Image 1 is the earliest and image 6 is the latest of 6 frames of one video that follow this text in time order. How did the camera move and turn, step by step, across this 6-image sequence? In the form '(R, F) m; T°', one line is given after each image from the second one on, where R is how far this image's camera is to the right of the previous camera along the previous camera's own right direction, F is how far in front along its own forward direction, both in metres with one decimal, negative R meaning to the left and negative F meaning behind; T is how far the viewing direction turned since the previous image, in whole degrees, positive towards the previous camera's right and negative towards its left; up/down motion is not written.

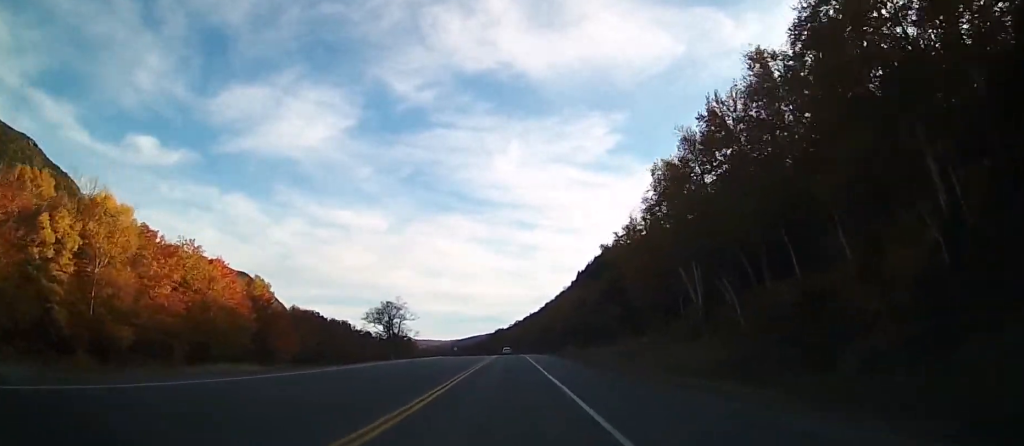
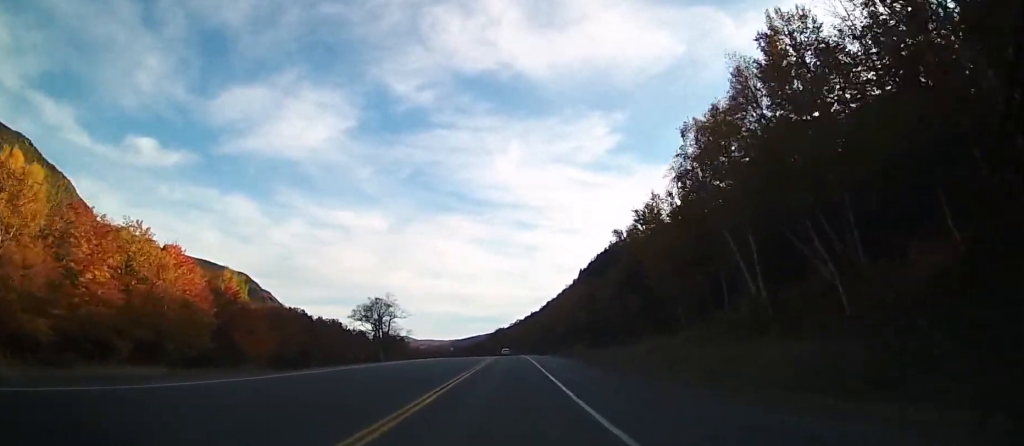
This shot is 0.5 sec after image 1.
(0.0, +11.7) m; 0°
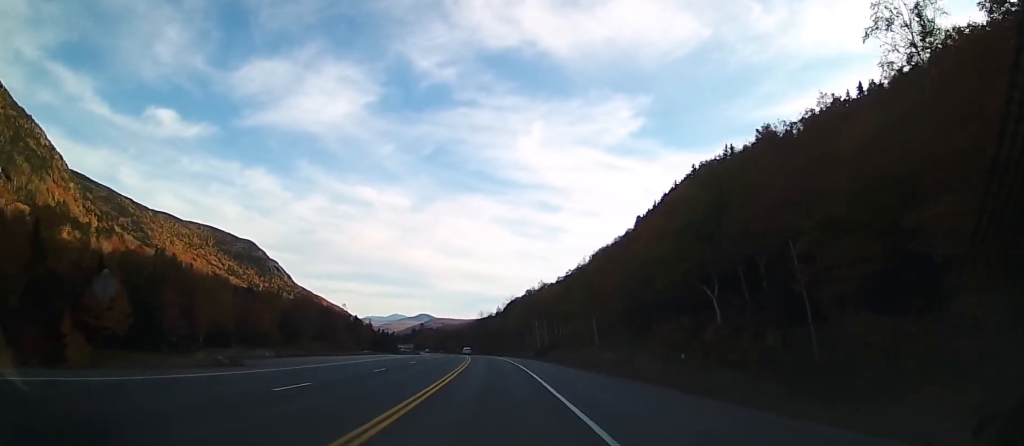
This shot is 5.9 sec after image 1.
(-3.0, +136.4) m; -2°
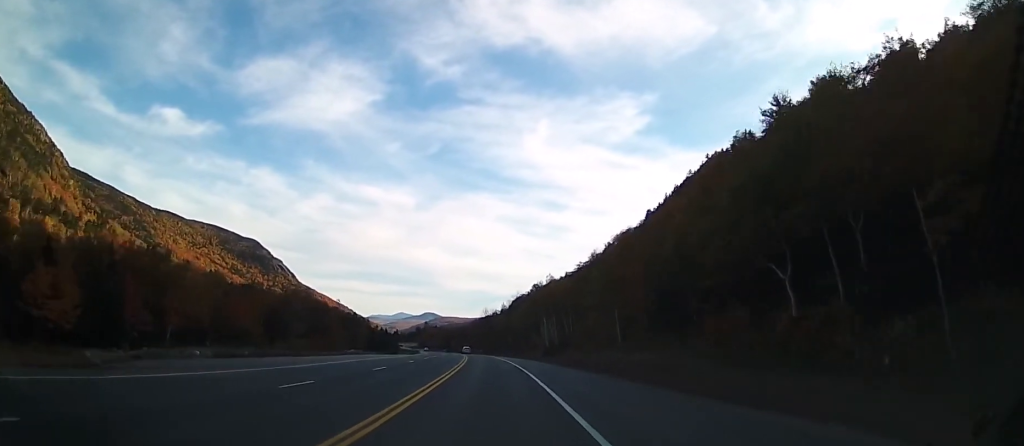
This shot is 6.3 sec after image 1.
(+0.1, +11.7) m; 0°
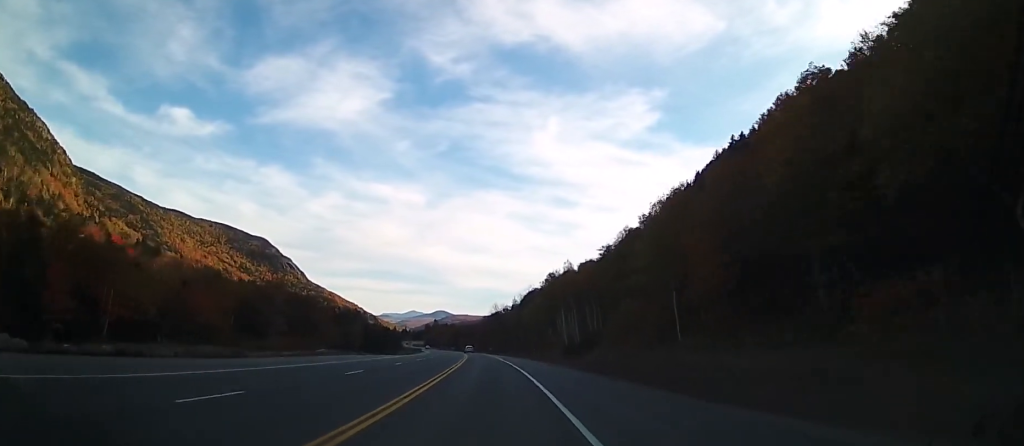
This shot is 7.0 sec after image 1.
(-0.3, +17.2) m; -1°
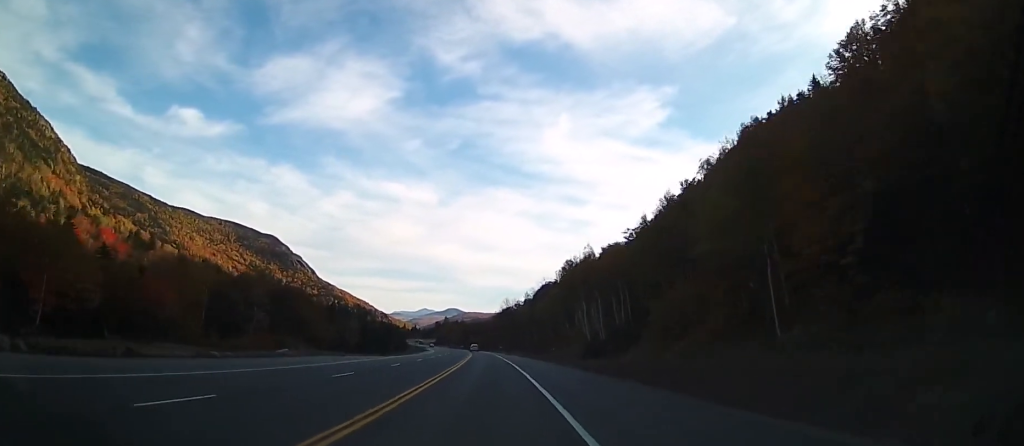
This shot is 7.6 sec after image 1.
(-0.1, +13.8) m; -1°
